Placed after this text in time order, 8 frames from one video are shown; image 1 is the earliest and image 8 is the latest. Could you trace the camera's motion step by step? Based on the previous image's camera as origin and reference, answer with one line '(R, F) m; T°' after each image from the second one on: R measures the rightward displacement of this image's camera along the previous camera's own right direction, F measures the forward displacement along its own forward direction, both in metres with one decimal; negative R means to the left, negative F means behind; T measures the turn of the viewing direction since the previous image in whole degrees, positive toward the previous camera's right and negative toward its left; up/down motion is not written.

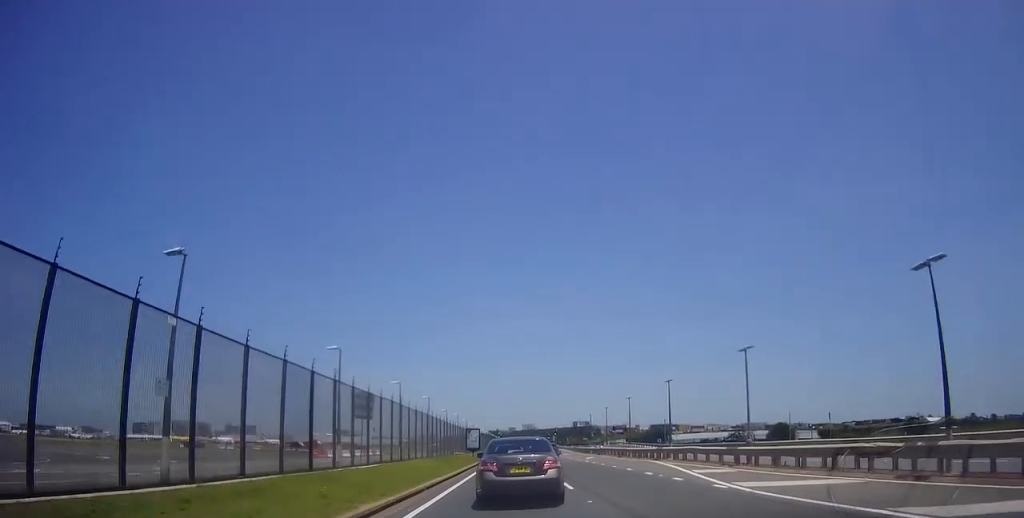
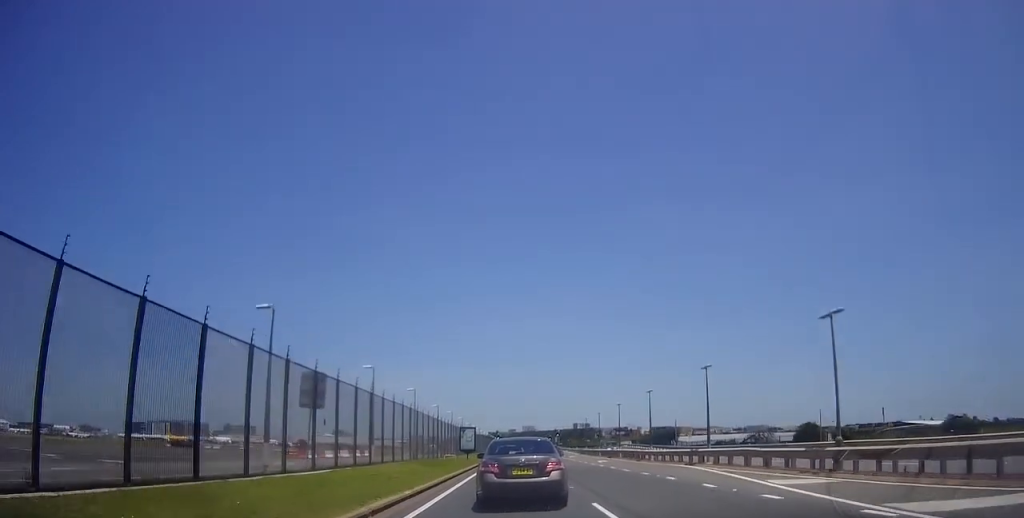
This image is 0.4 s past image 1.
(0.0, +7.1) m; -1°
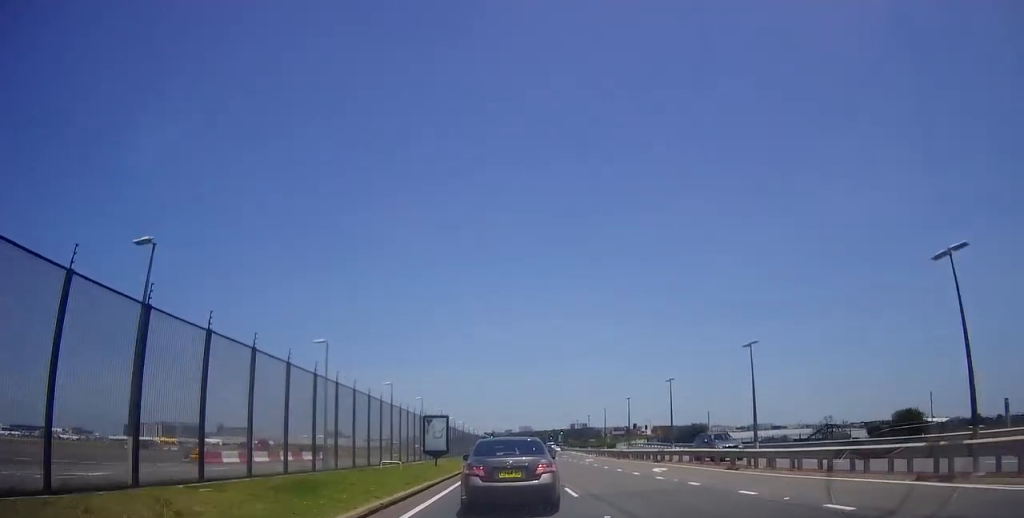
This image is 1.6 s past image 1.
(-0.7, +18.9) m; -3°
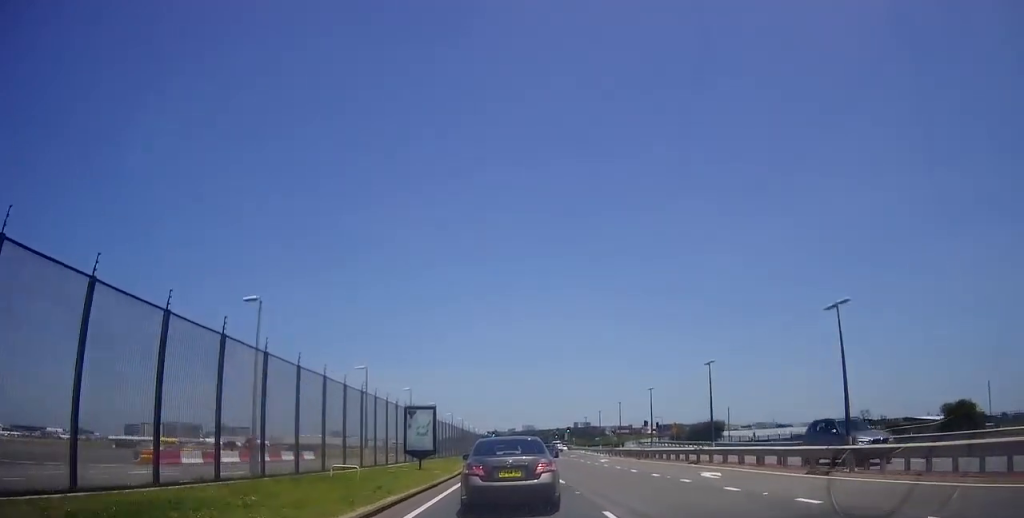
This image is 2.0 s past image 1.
(-0.3, +7.0) m; +1°
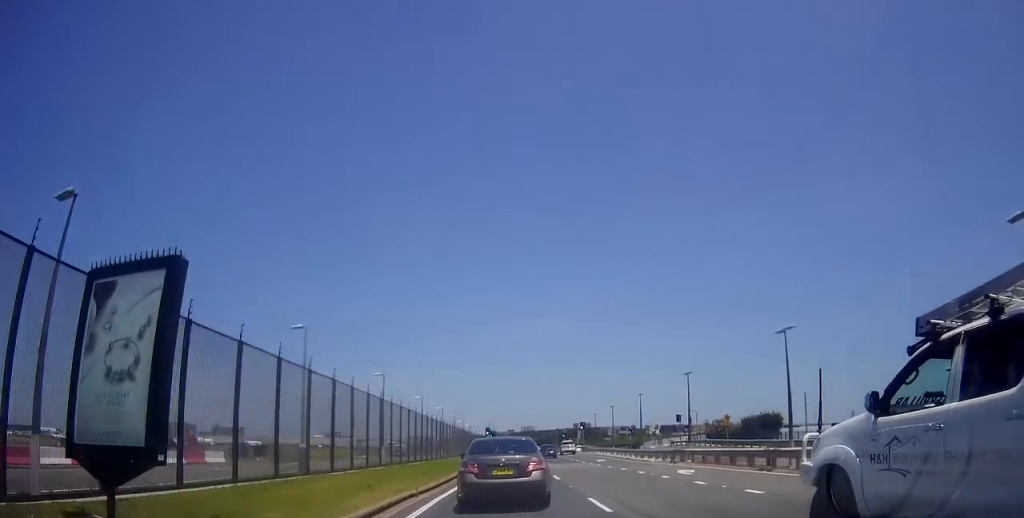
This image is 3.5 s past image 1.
(+0.8, +22.0) m; +1°
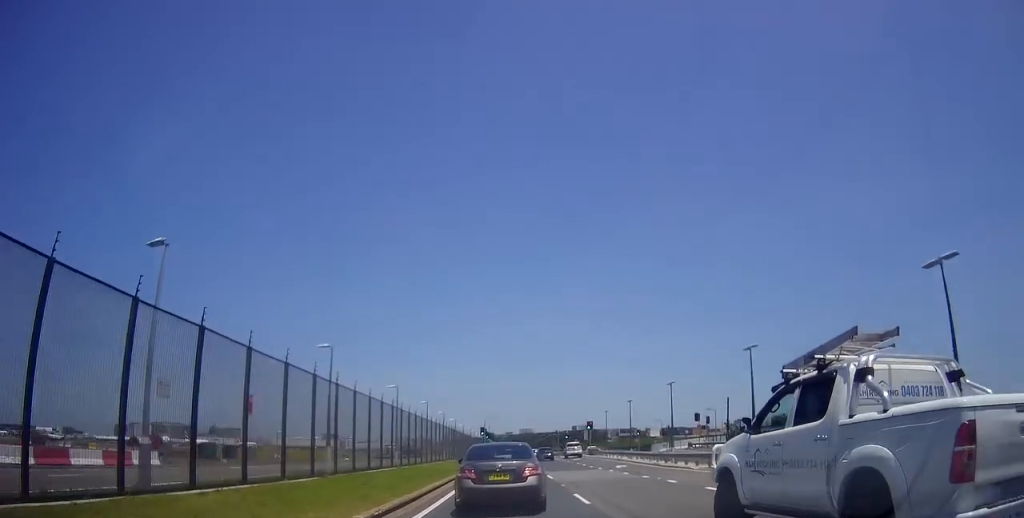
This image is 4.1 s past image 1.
(-0.3, +9.2) m; -1°
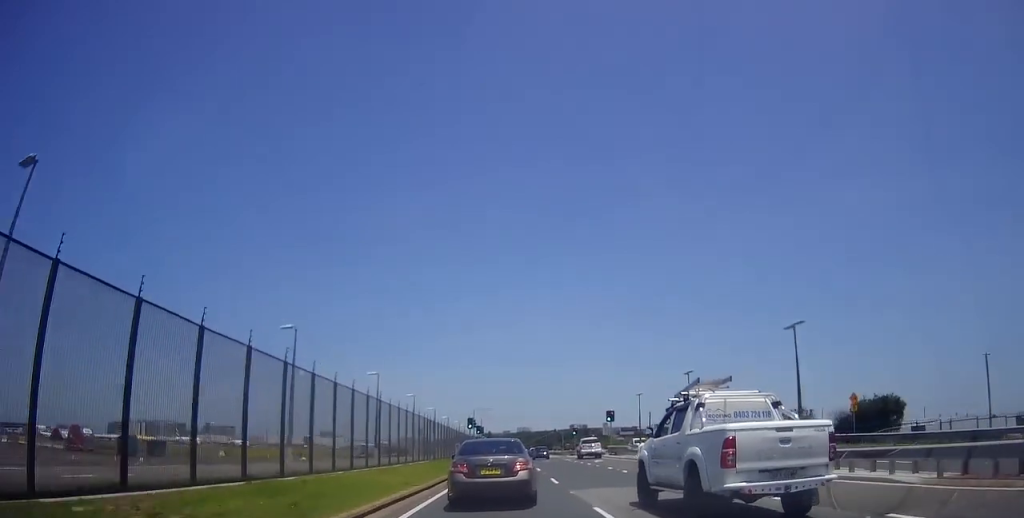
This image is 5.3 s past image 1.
(-0.1, +16.9) m; +1°
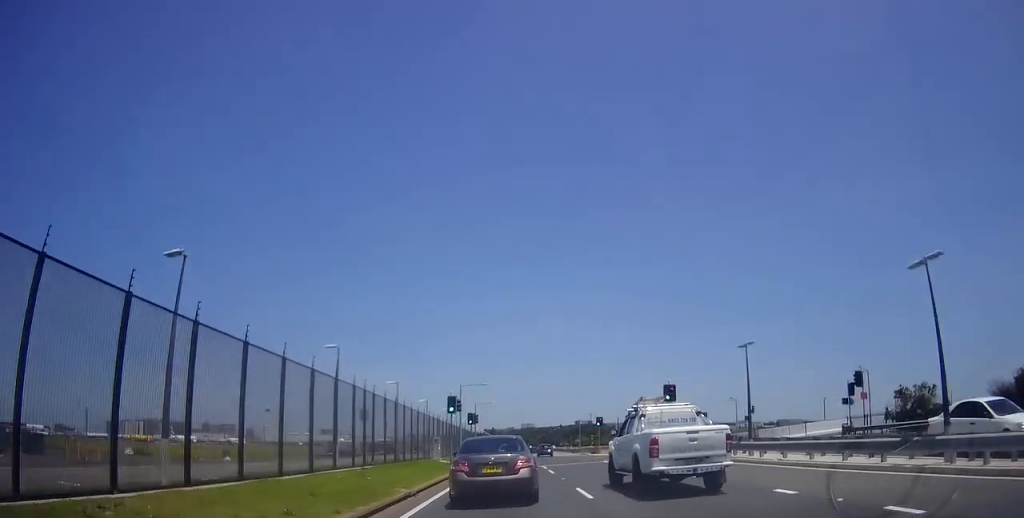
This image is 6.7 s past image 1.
(+0.2, +19.7) m; -1°
